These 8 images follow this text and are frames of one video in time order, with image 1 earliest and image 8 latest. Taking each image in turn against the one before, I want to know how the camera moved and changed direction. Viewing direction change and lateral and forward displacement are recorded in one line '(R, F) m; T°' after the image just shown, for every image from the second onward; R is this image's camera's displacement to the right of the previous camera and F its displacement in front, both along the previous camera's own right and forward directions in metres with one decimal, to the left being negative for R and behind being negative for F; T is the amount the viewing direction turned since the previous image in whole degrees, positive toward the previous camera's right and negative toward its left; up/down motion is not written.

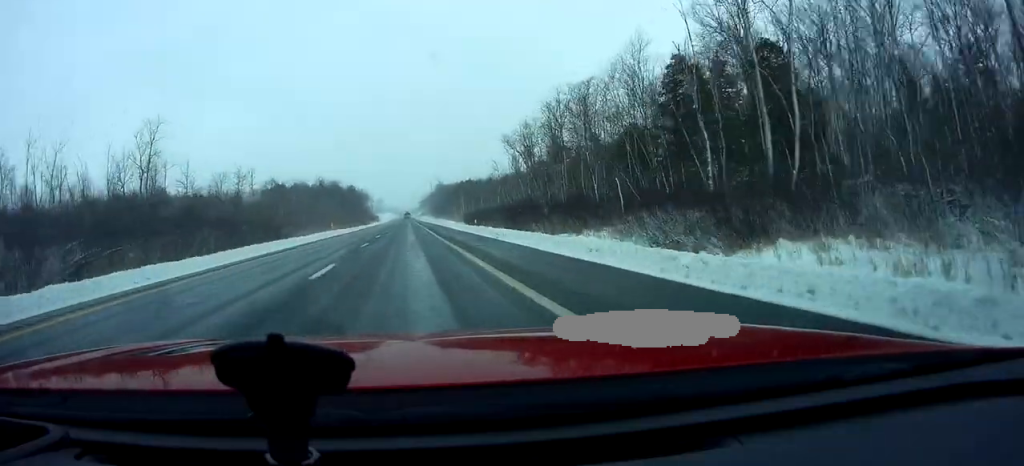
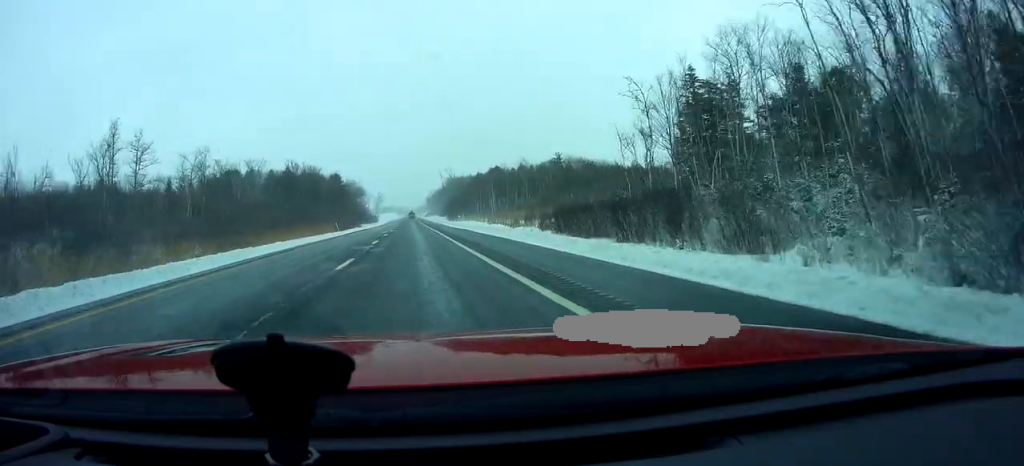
(-1.1, +60.5) m; 0°
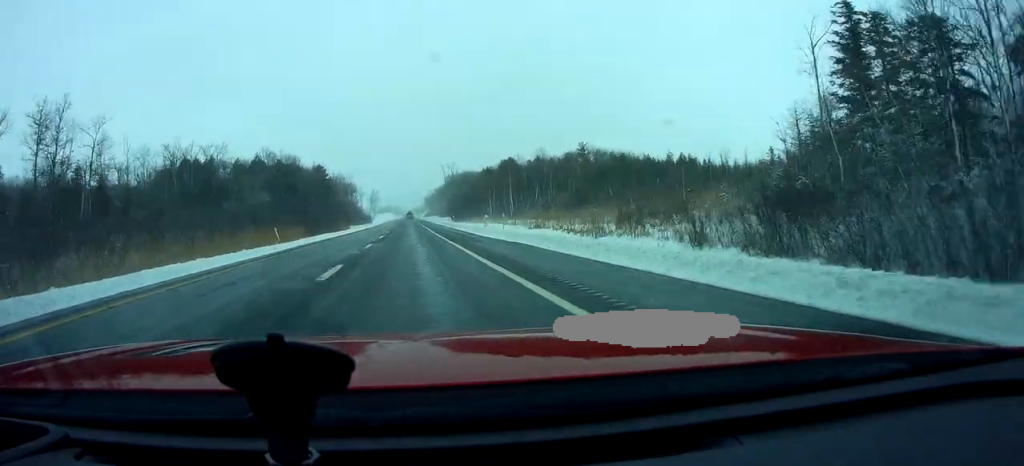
(+0.3, +26.9) m; 0°
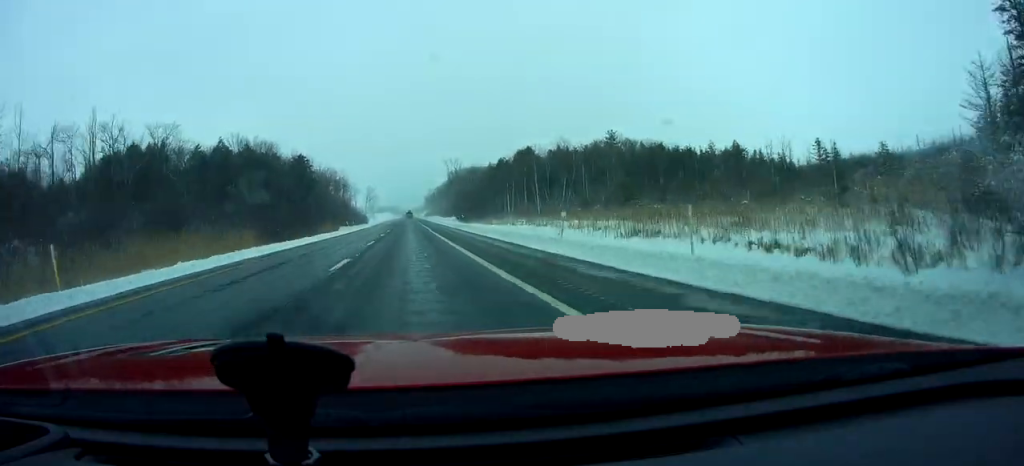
(-0.1, +22.7) m; 0°
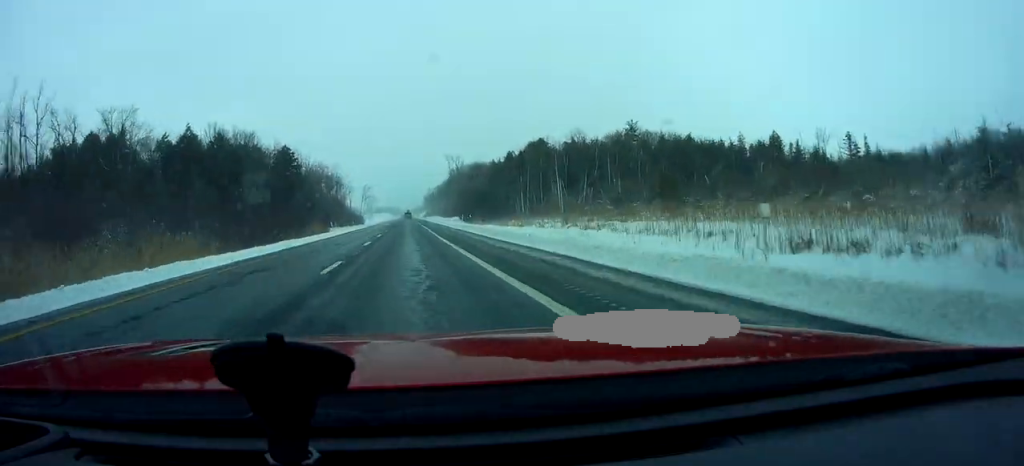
(-0.1, +13.4) m; 0°
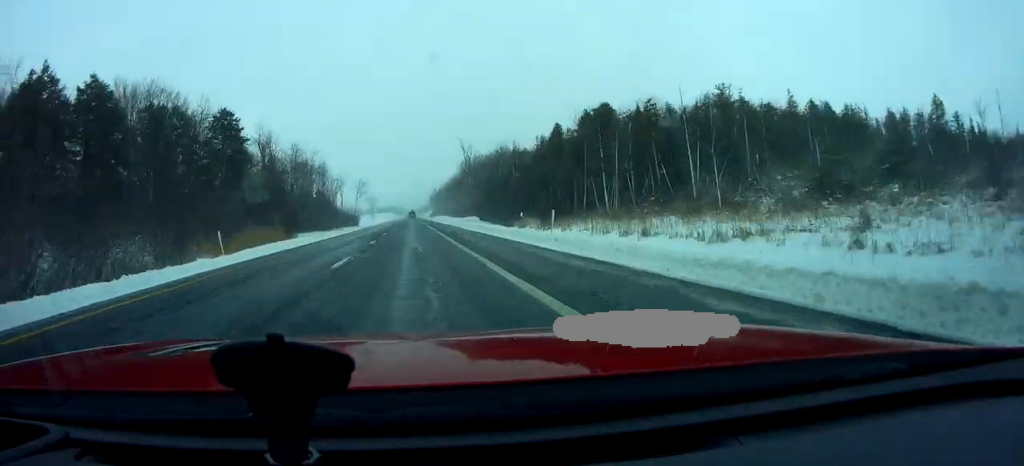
(+0.2, +35.5) m; 0°
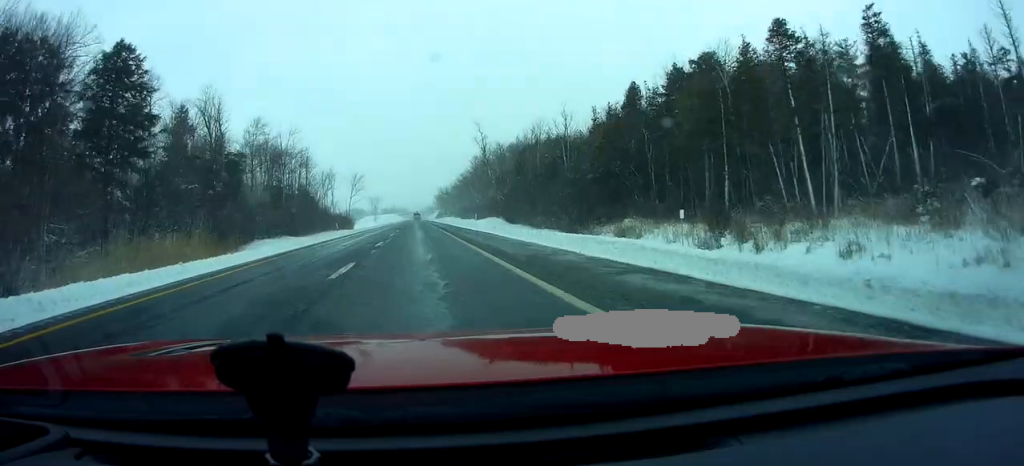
(-0.4, +27.1) m; 0°
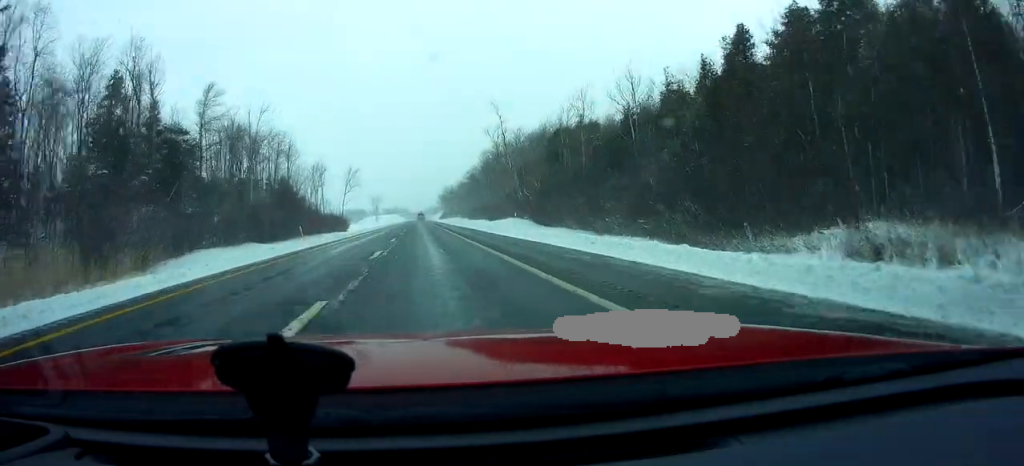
(+0.3, +19.1) m; +1°
